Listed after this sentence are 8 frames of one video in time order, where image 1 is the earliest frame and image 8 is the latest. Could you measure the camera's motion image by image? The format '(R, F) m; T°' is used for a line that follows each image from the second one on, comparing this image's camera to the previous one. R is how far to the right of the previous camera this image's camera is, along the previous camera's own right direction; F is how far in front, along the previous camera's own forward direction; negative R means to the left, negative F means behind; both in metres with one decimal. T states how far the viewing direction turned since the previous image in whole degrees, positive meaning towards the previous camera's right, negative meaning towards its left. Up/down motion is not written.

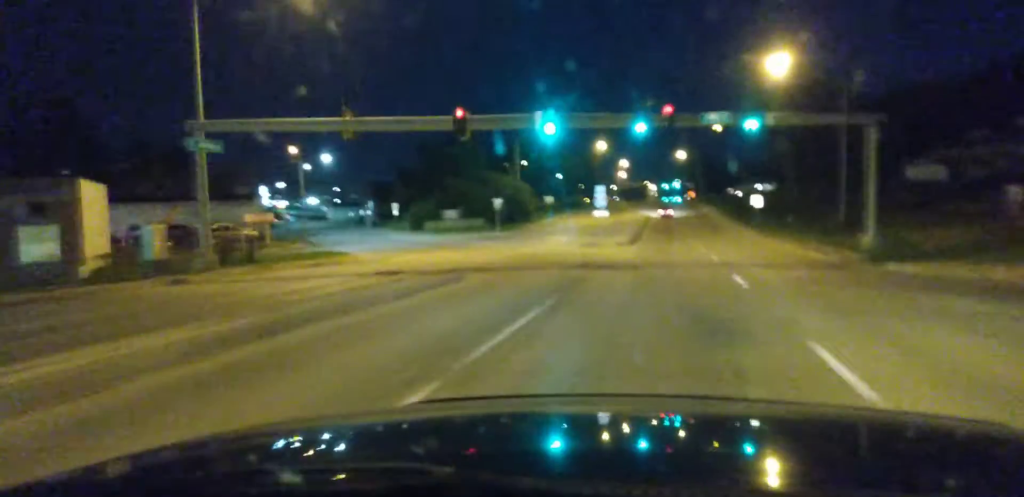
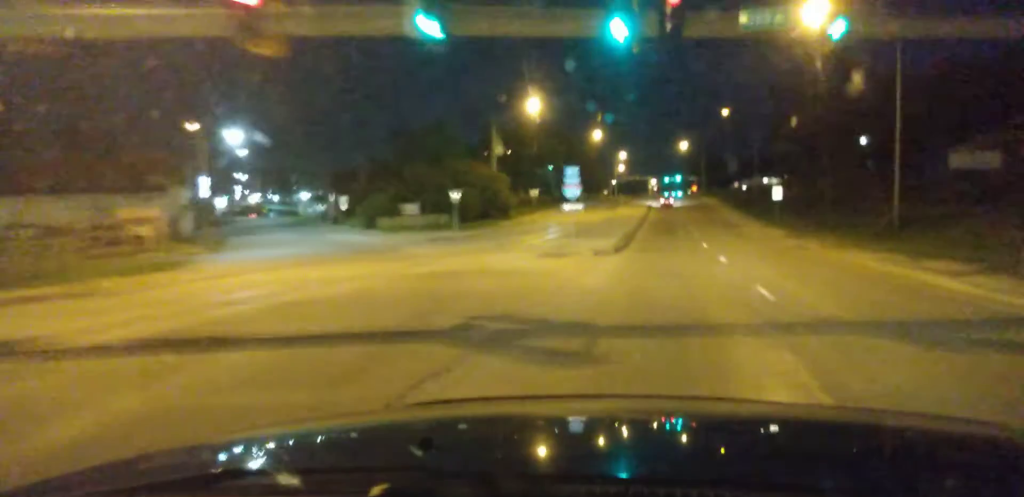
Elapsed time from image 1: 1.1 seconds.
(-0.1, +16.6) m; 0°
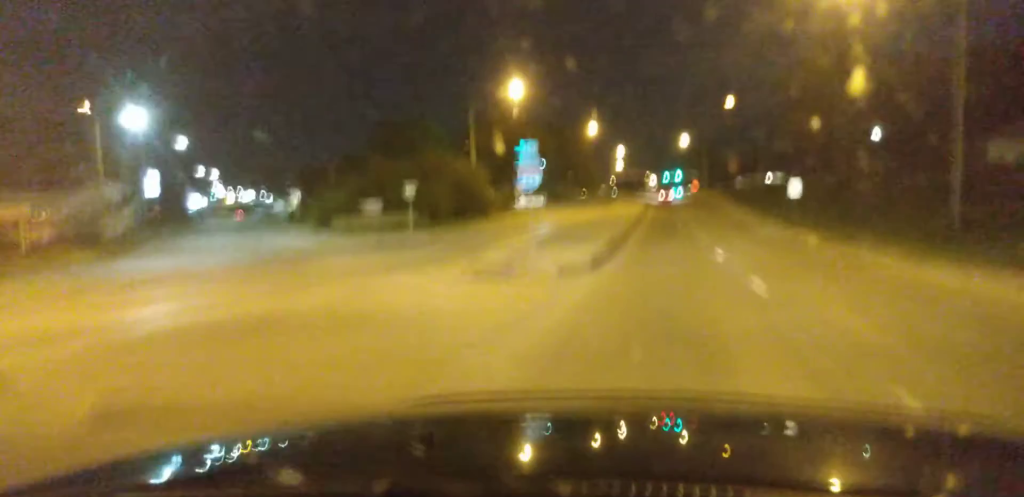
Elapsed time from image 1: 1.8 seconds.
(0.0, +10.4) m; +1°
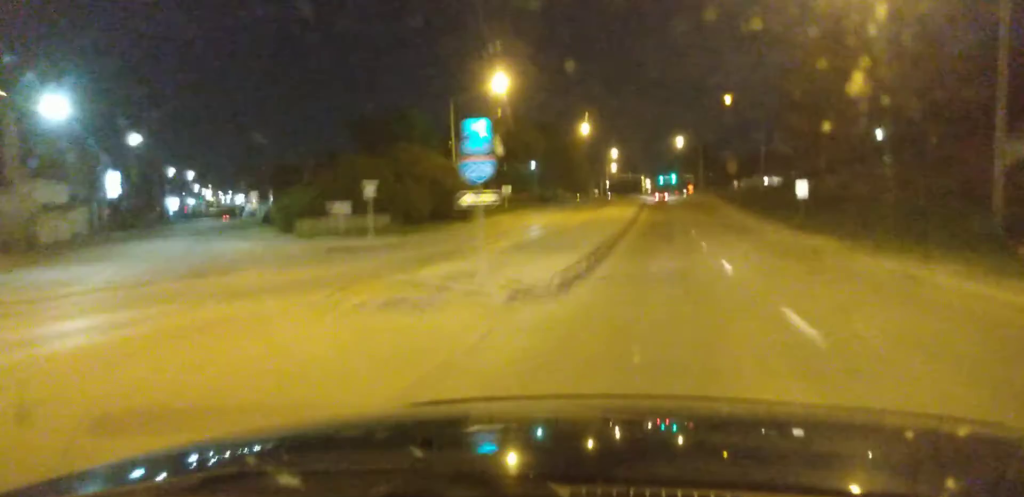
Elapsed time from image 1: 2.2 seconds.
(+0.1, +6.5) m; 0°
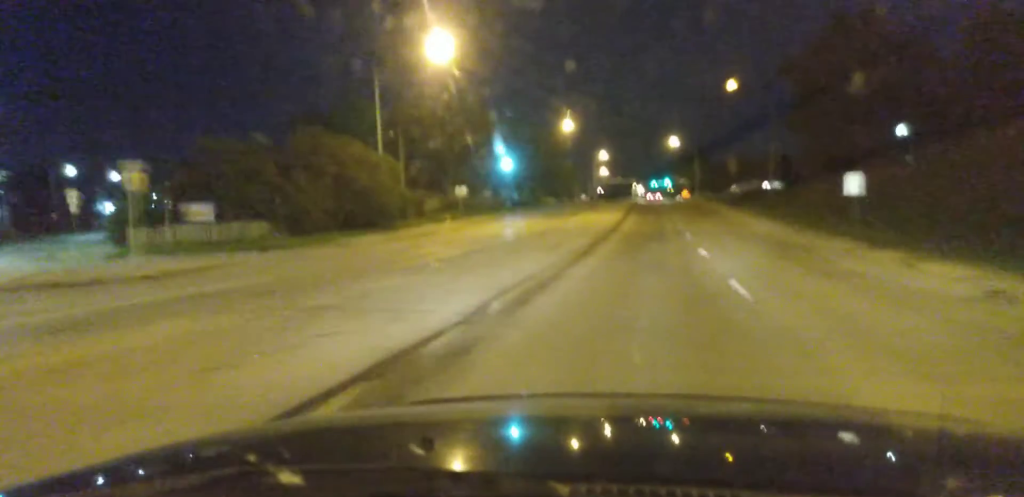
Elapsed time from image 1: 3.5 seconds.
(0.0, +19.5) m; +1°
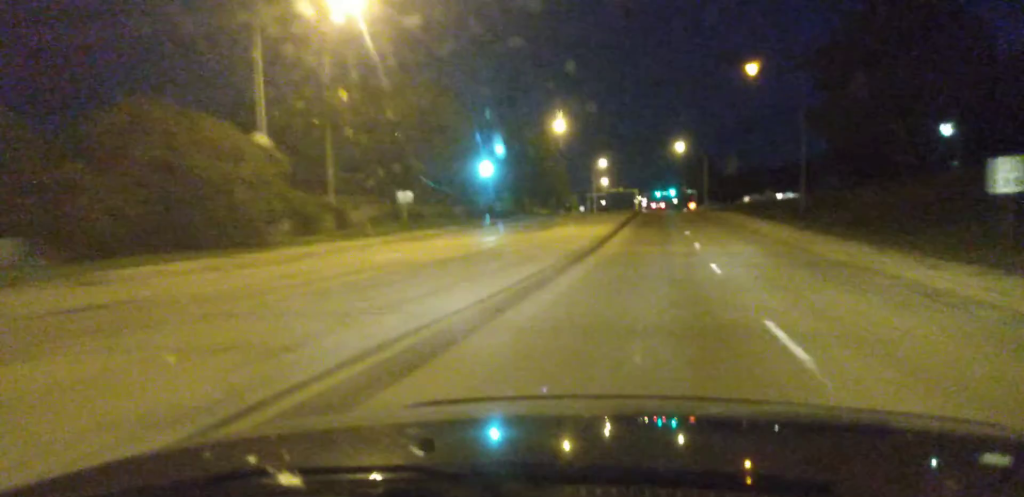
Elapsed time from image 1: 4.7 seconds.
(+0.3, +18.8) m; 0°
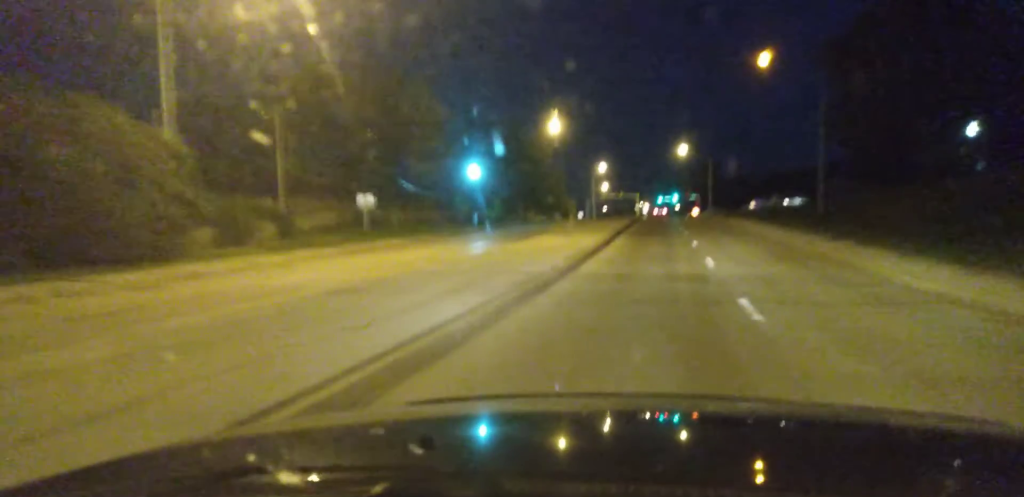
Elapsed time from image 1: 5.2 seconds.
(-0.1, +8.3) m; 0°
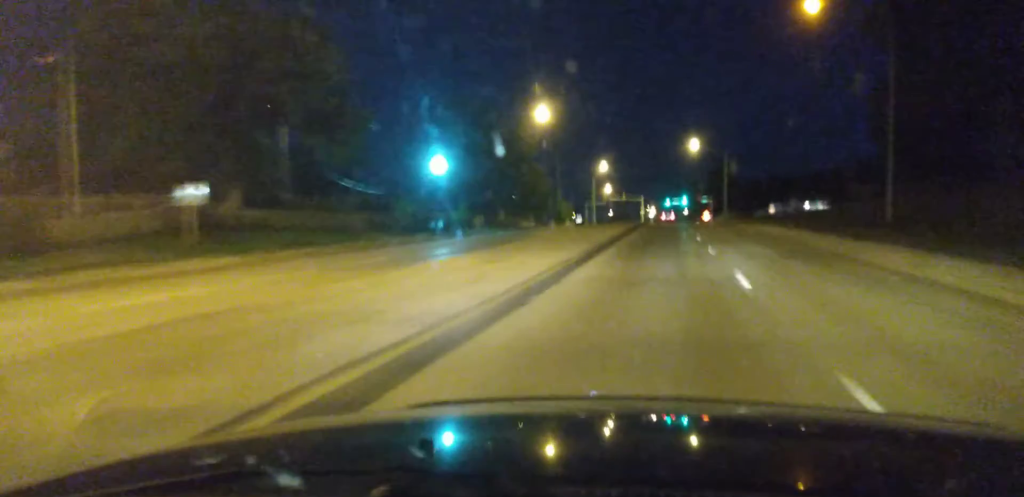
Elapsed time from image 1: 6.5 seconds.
(-0.2, +20.0) m; 0°
